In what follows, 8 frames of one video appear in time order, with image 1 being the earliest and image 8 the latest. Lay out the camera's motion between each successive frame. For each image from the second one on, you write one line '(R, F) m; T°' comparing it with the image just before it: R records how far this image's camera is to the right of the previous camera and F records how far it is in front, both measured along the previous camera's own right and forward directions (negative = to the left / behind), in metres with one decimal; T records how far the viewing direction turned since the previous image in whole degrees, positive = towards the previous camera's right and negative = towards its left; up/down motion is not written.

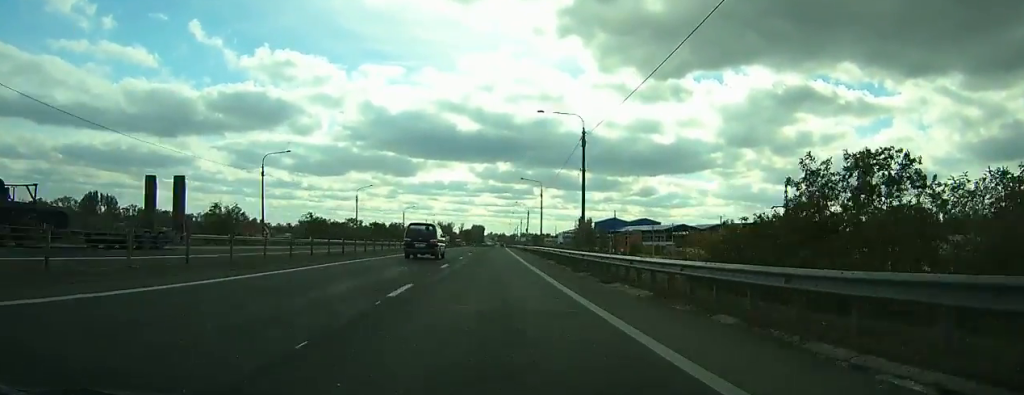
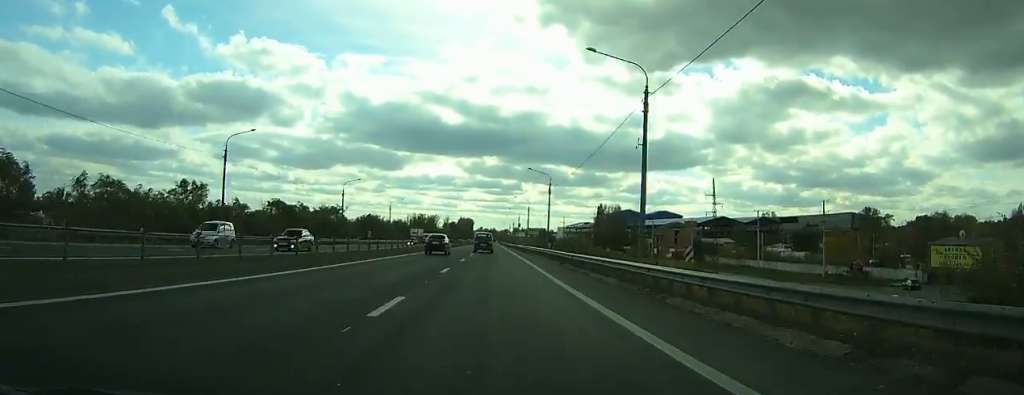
(+0.7, +98.4) m; +1°
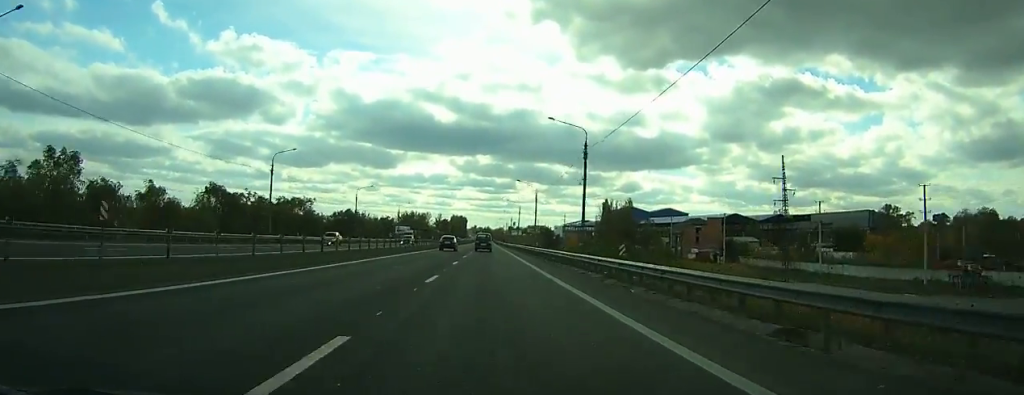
(+0.1, +29.0) m; 0°
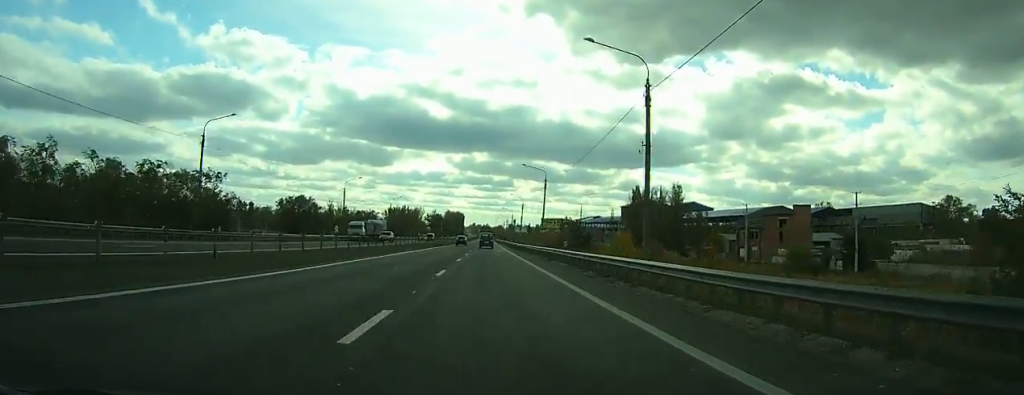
(+0.1, +57.0) m; 0°
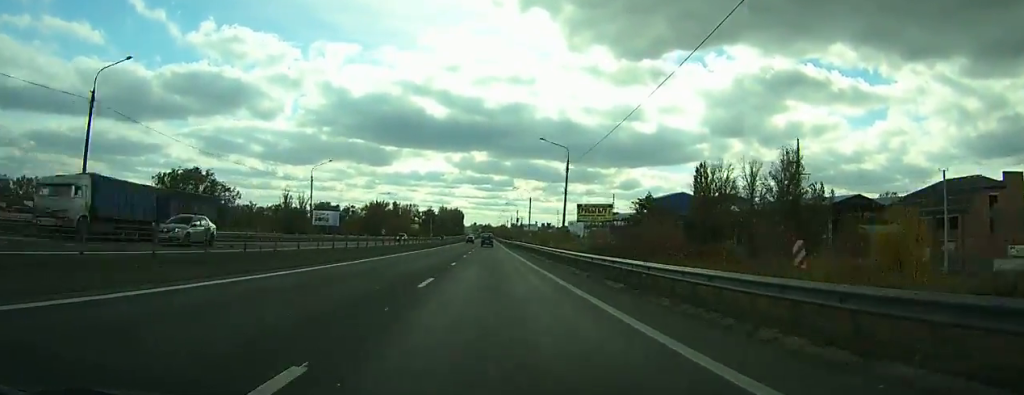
(0.0, +63.3) m; 0°
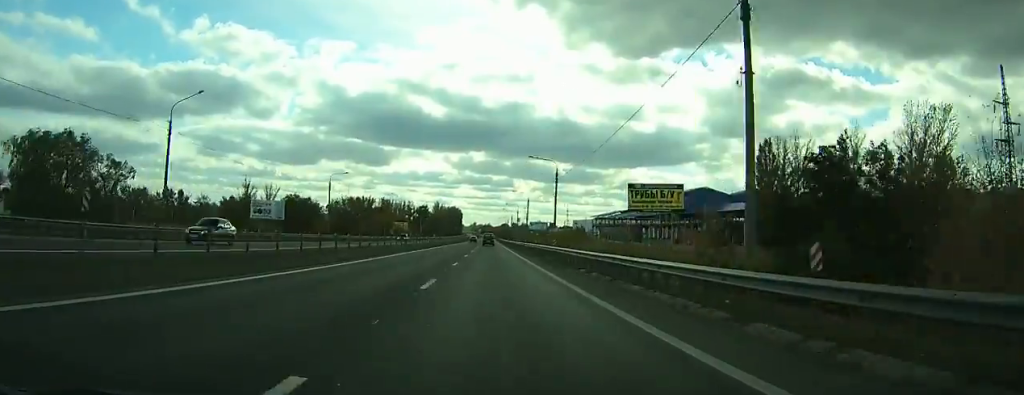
(-0.2, +36.0) m; 0°
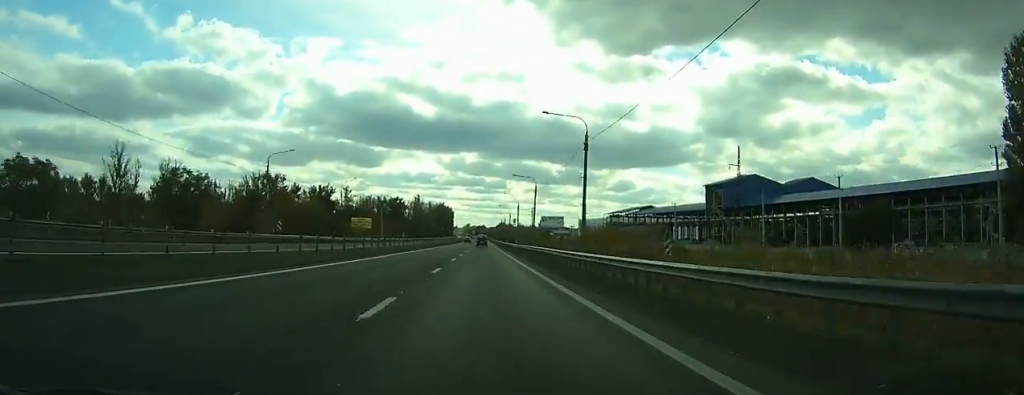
(+0.2, +64.7) m; 0°
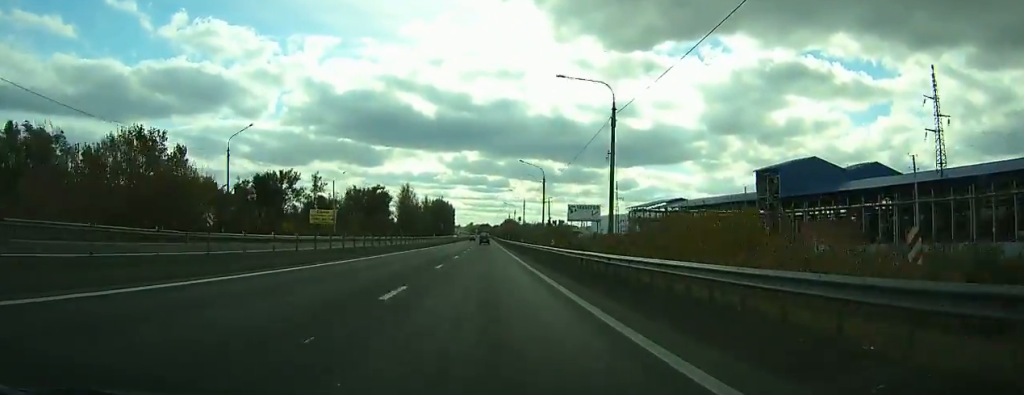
(0.0, +45.0) m; 0°
